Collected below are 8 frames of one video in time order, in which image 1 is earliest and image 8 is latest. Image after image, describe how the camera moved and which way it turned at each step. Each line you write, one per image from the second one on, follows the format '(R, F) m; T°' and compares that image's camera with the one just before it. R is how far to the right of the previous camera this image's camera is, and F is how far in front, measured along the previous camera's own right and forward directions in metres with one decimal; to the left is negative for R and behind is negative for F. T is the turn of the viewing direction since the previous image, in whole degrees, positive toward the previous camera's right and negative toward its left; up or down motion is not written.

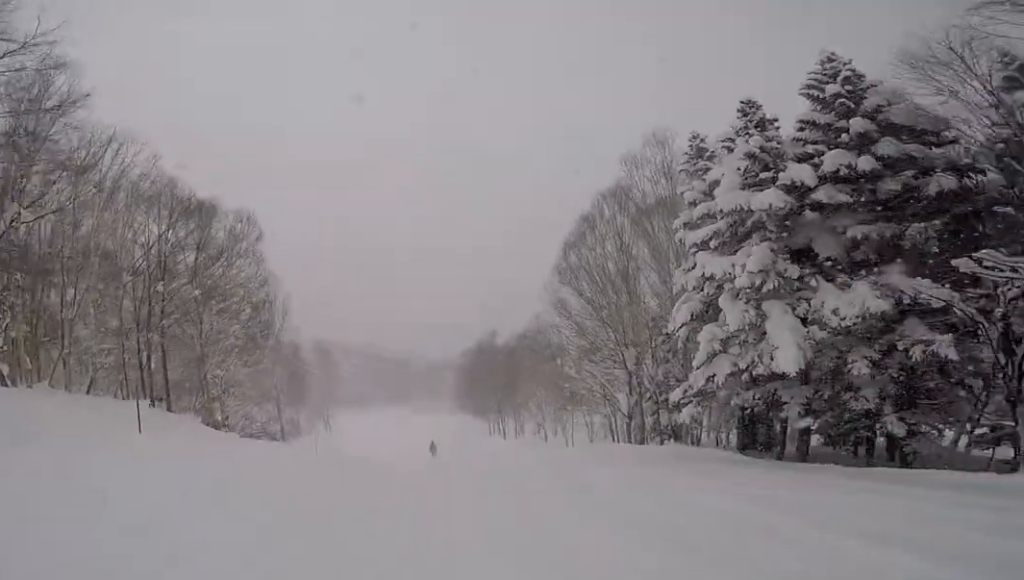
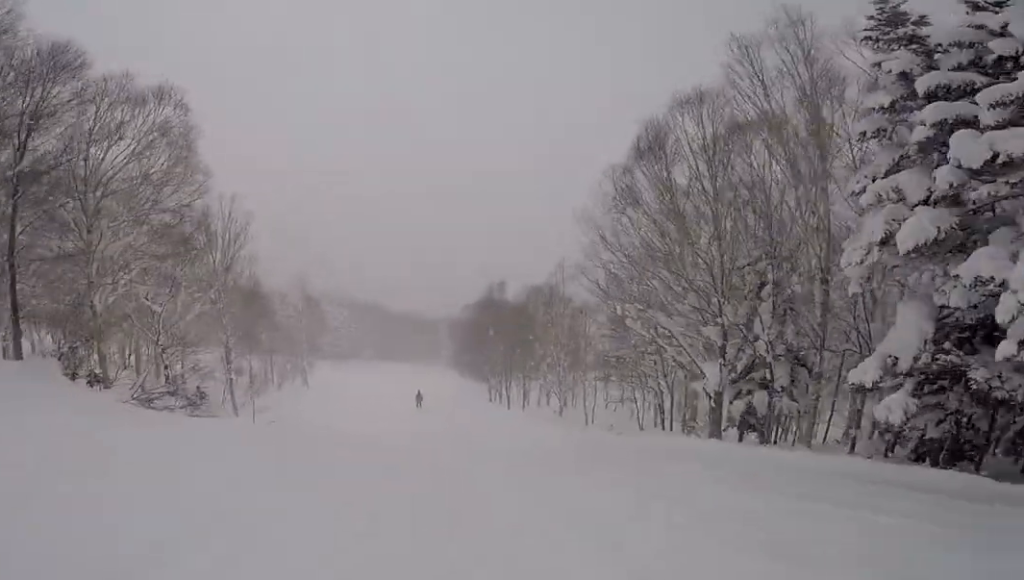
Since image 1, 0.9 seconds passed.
(-0.7, +8.4) m; 0°
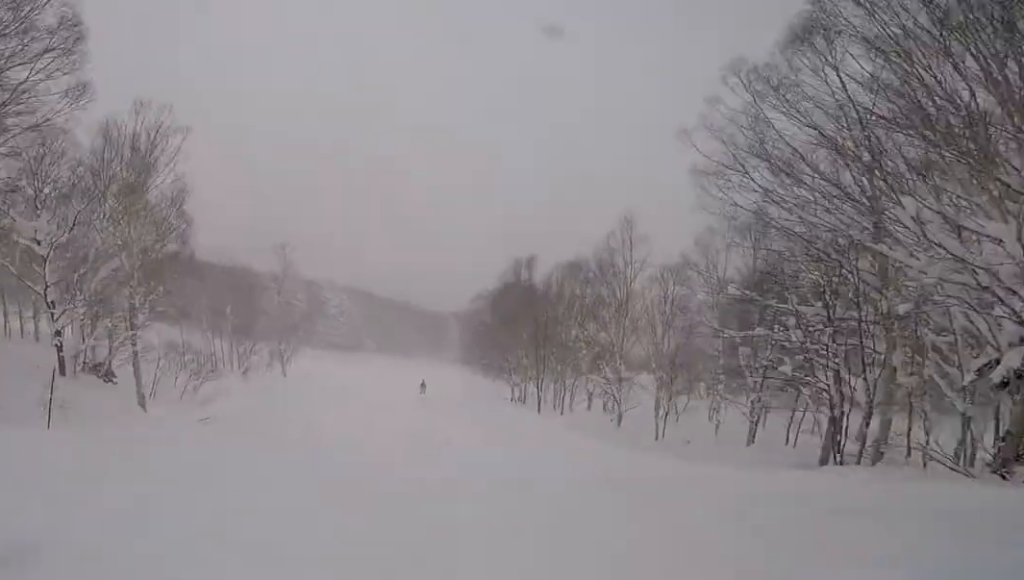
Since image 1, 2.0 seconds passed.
(+0.6, +9.7) m; 0°
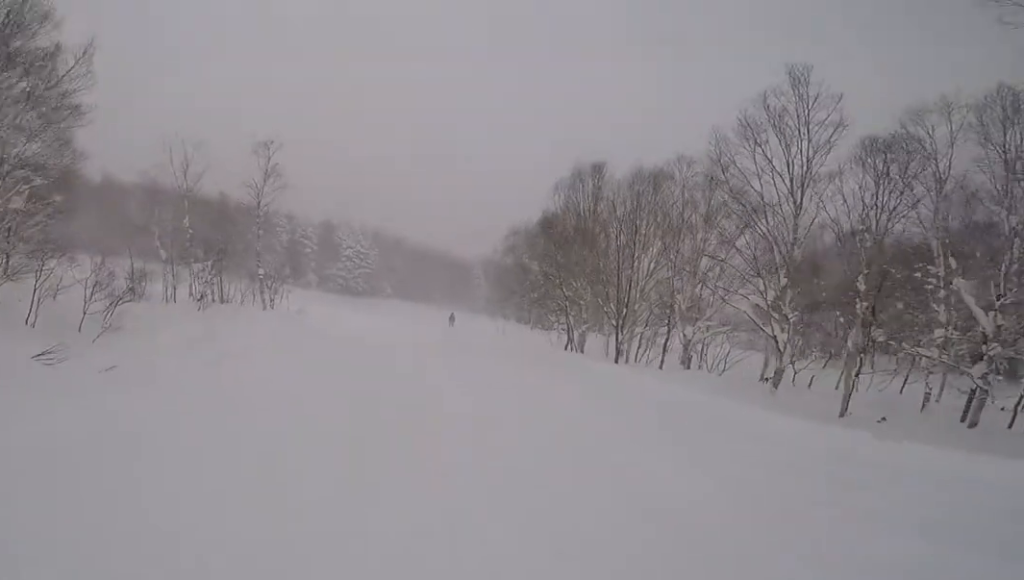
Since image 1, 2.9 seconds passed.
(-0.6, +9.1) m; -2°
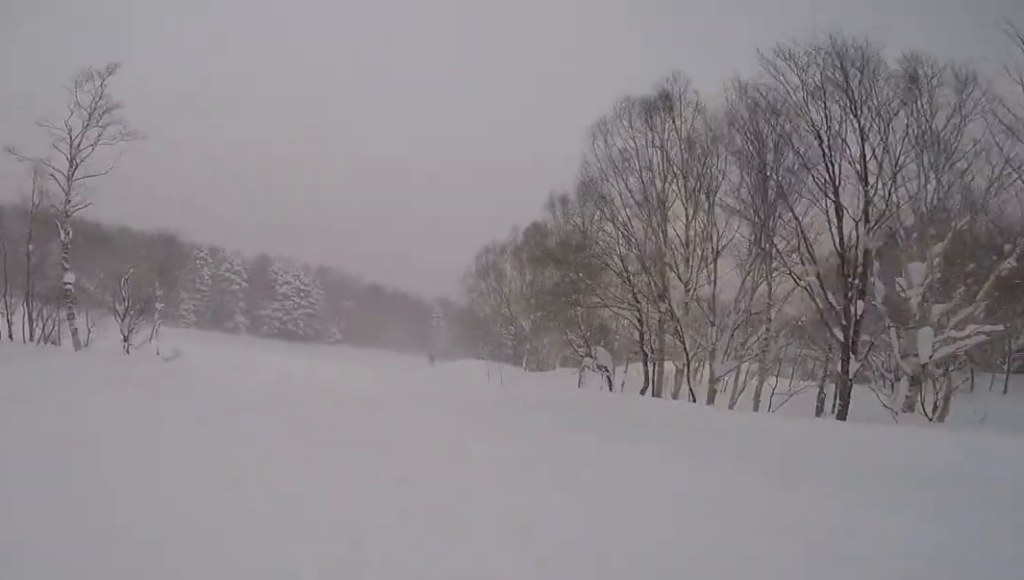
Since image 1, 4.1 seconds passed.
(+0.3, +12.7) m; -1°
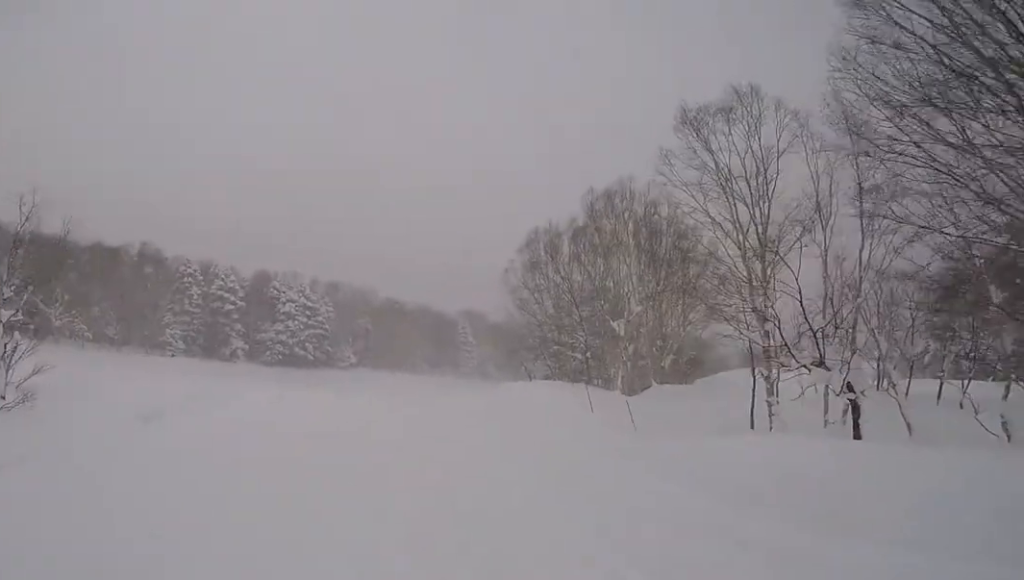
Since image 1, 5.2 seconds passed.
(-0.7, +11.3) m; -6°
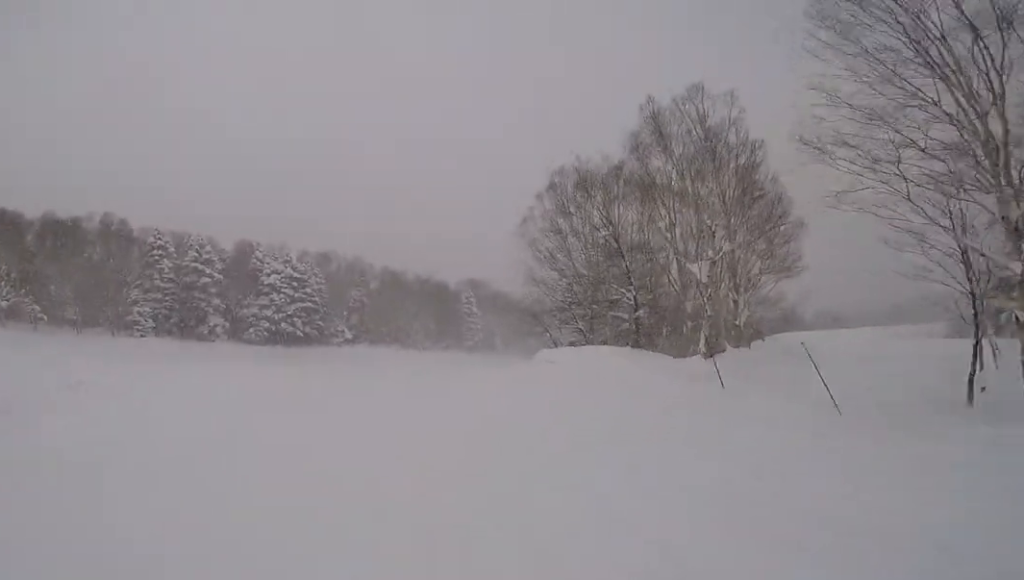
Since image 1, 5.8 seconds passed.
(-0.2, +7.1) m; 0°
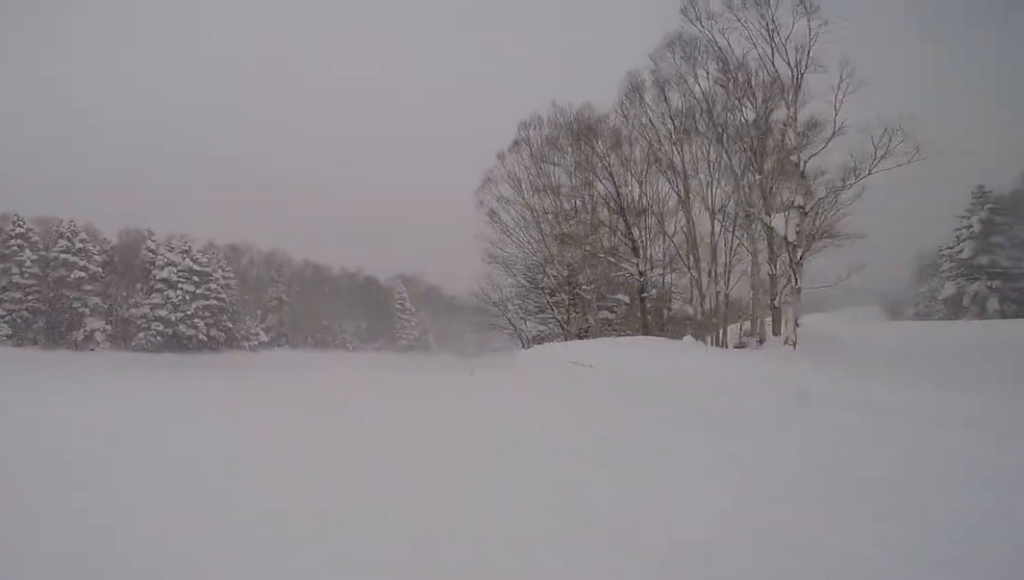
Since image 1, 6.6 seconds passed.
(0.0, +8.1) m; +5°
